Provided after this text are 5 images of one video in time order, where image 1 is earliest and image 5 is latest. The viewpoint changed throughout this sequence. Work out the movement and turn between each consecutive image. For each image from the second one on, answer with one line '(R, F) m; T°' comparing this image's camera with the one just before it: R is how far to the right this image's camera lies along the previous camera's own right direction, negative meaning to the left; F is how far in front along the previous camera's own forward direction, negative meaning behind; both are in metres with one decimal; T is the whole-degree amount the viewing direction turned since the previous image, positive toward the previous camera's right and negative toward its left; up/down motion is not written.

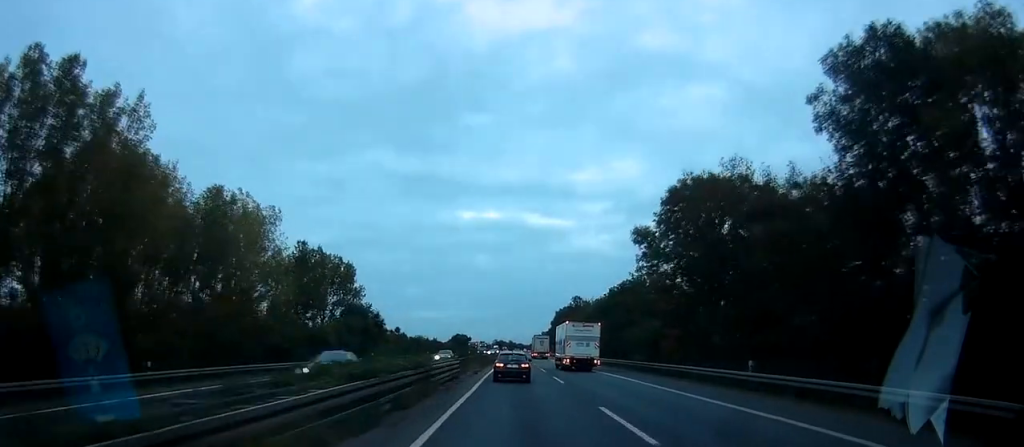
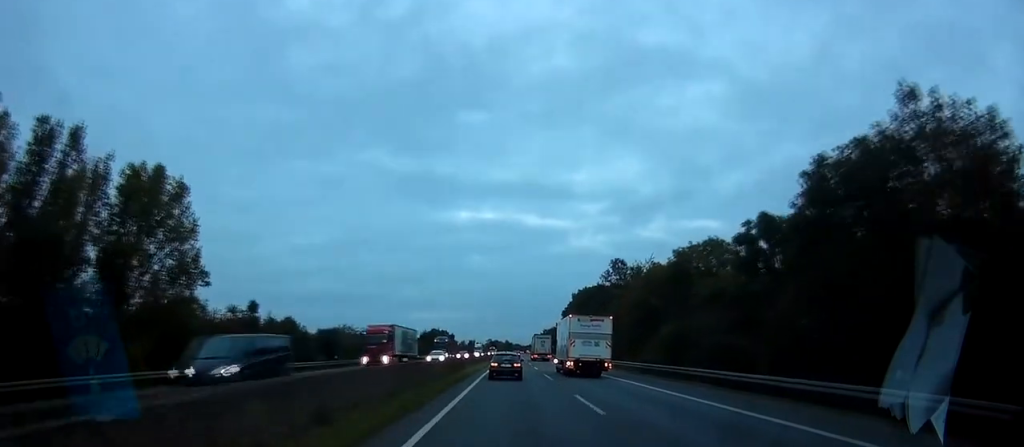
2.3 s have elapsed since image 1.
(+0.1, +64.5) m; -1°
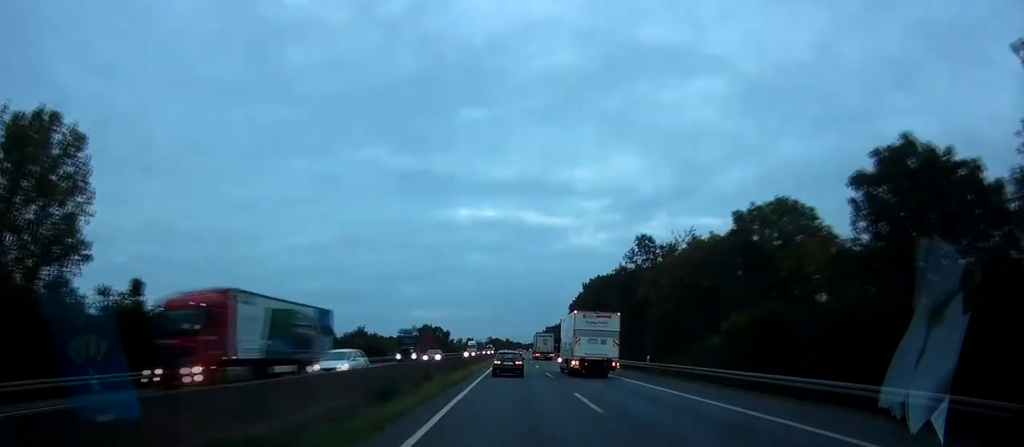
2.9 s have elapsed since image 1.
(-0.2, +17.9) m; 0°
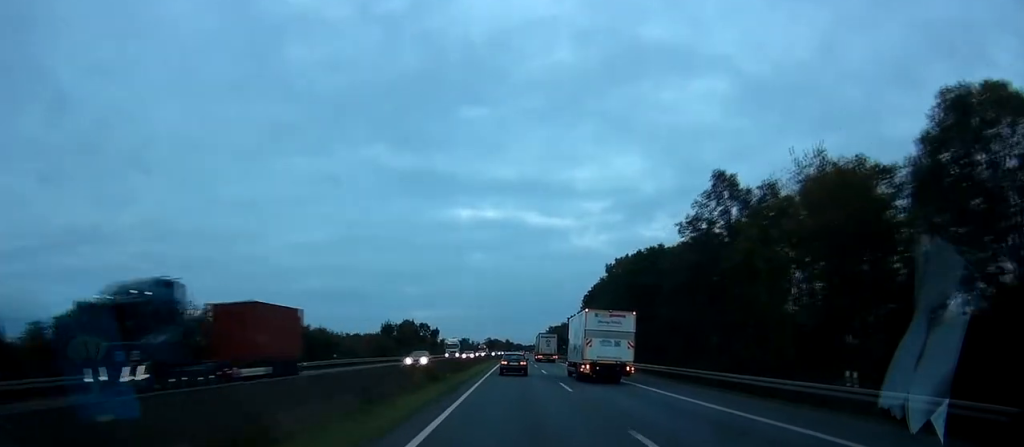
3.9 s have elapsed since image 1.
(-0.1, +27.7) m; 0°
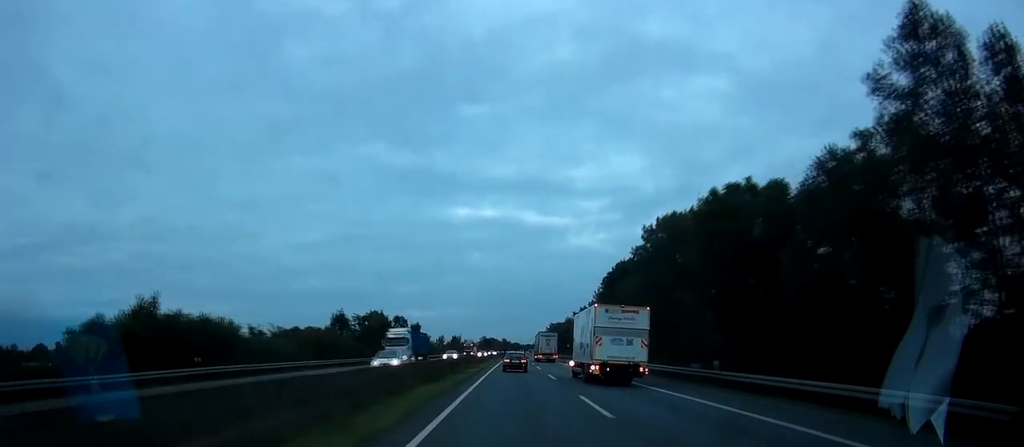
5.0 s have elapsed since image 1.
(+0.1, +27.5) m; +1°
